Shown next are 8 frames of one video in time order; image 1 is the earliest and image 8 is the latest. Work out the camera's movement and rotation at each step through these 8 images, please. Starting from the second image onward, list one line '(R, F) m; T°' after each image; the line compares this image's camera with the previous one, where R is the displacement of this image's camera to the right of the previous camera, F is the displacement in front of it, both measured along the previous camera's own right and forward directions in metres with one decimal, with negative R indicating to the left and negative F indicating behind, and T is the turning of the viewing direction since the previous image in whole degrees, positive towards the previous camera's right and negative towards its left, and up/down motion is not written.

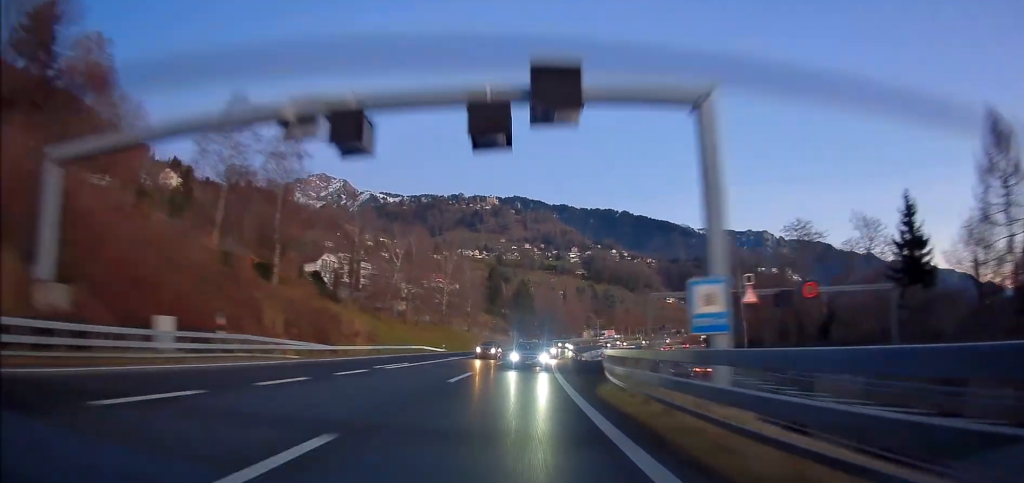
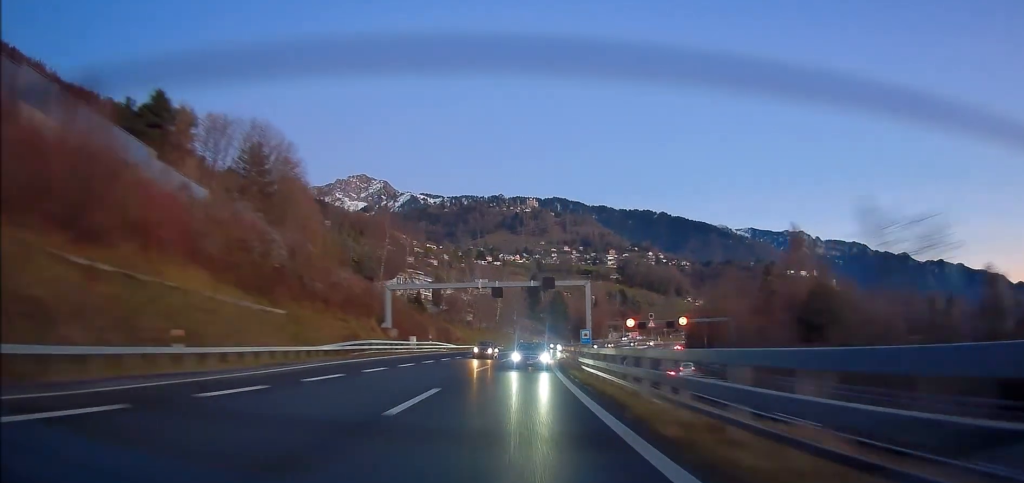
(-1.7, +44.8) m; -3°
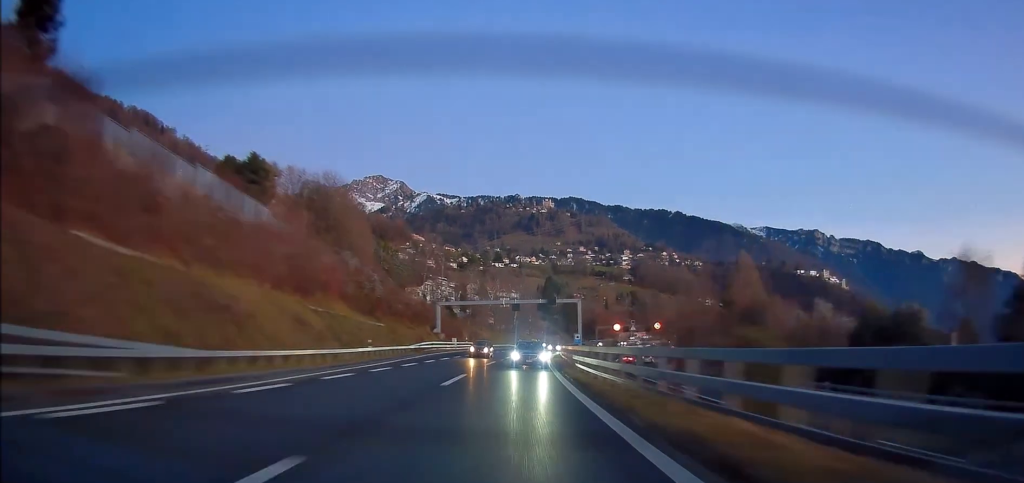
(-0.1, +25.4) m; -1°
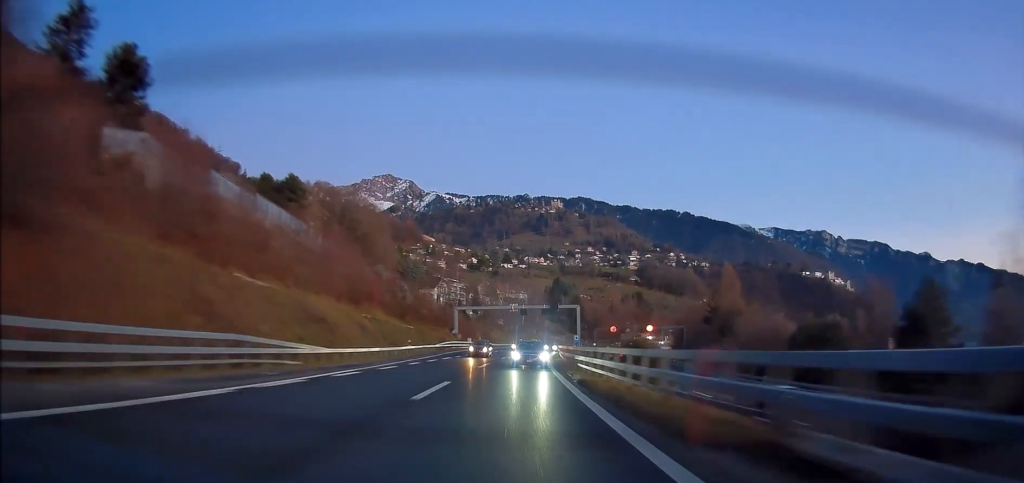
(-0.2, +13.2) m; -1°
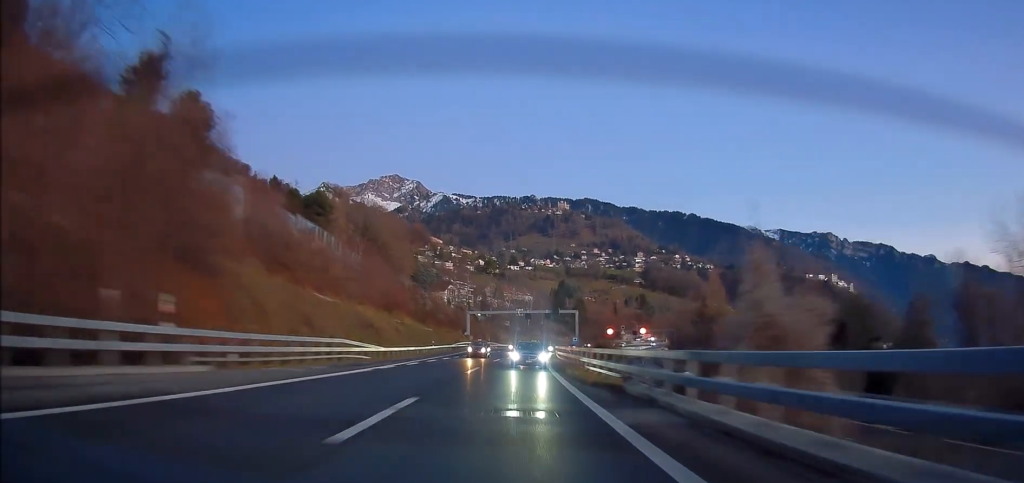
(0.0, +12.2) m; -1°
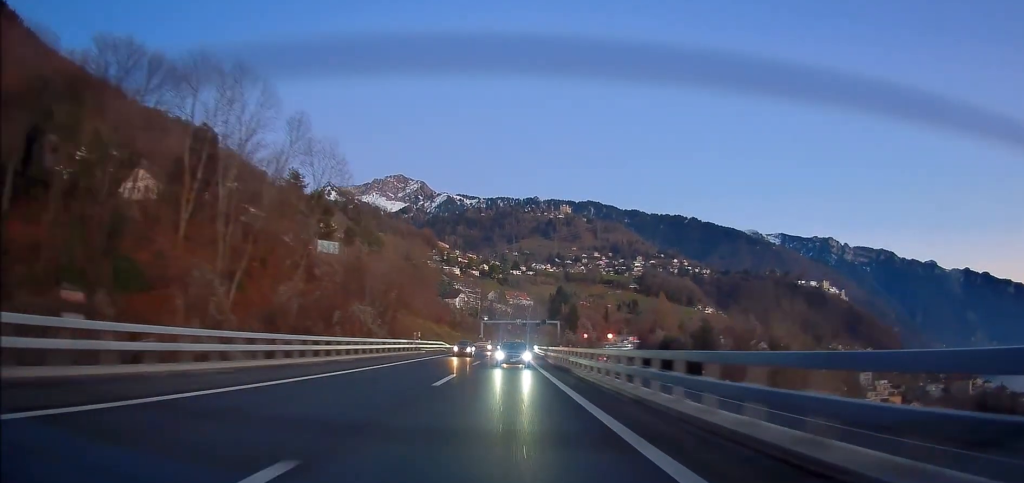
(-1.6, +46.0) m; -2°
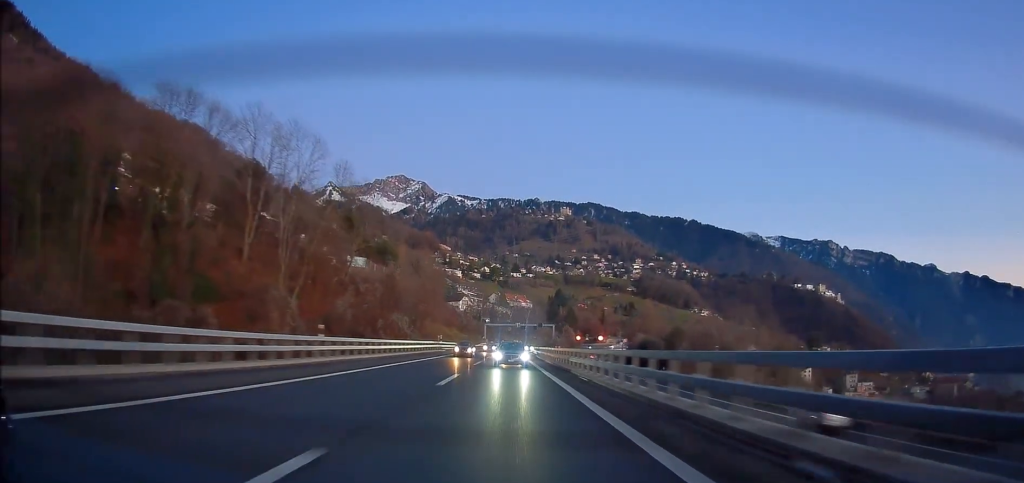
(0.0, +18.8) m; 0°
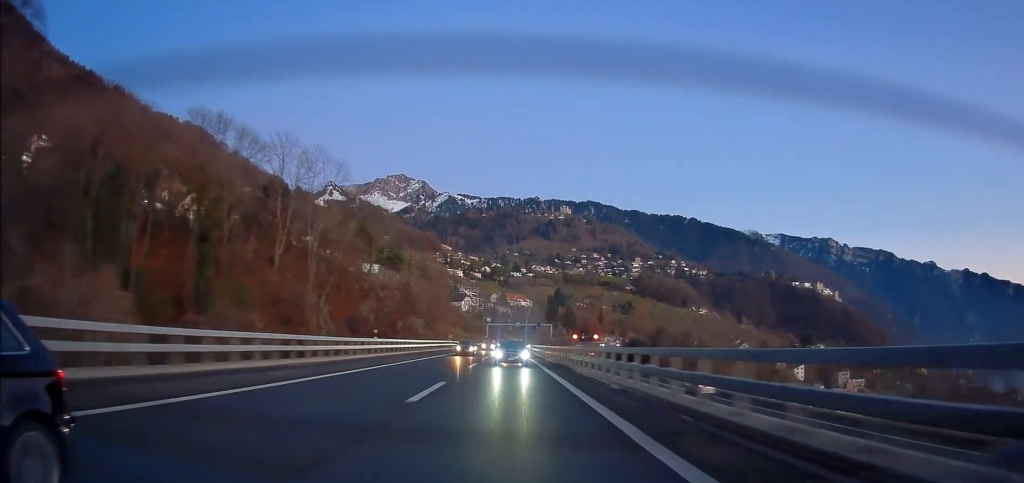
(+0.2, +12.2) m; 0°
